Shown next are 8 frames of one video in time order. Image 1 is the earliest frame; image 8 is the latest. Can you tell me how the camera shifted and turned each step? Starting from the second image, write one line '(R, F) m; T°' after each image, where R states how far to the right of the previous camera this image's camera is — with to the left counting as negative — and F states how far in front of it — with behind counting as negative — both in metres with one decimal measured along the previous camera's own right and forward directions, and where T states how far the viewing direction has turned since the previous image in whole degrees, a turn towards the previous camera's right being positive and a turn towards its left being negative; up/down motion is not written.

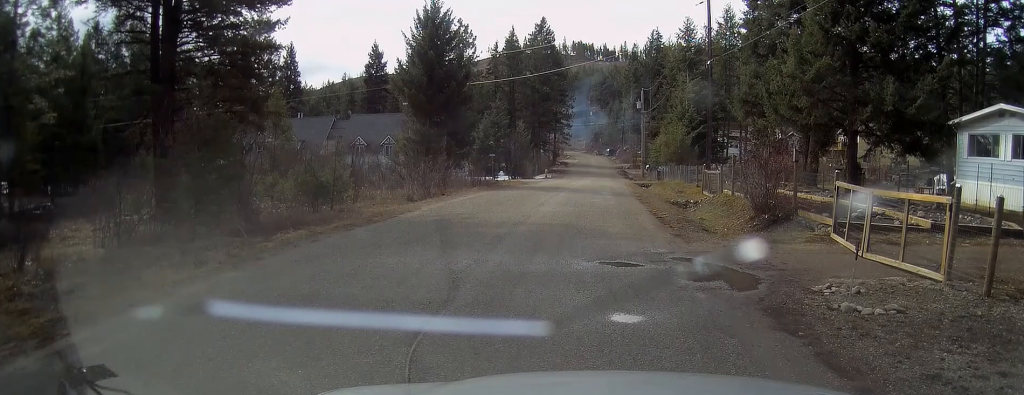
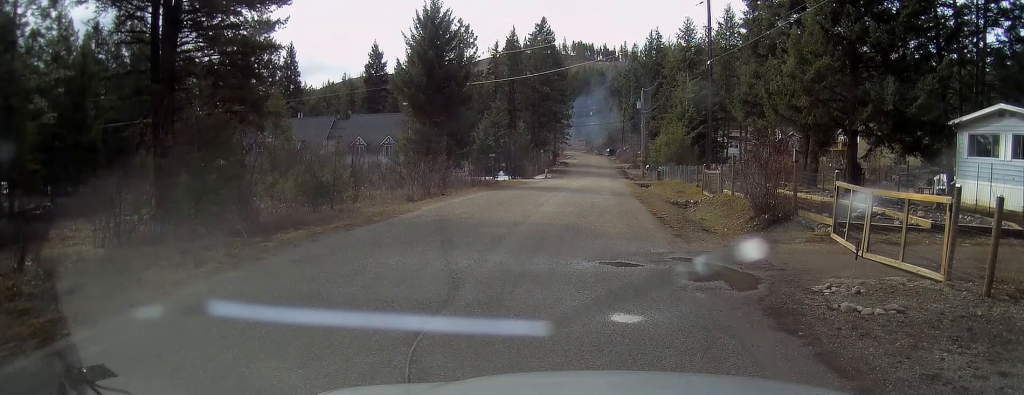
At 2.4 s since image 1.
(0.0, 0.0) m; 0°
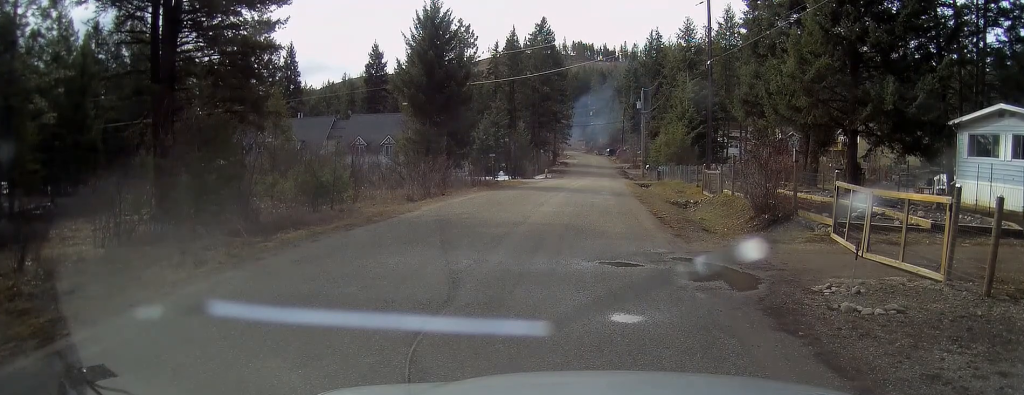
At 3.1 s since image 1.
(0.0, 0.0) m; 0°
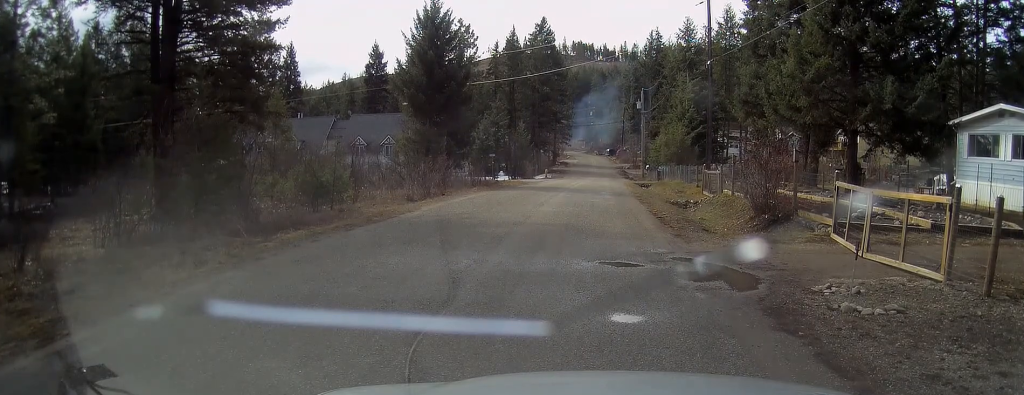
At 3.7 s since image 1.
(0.0, 0.0) m; 0°
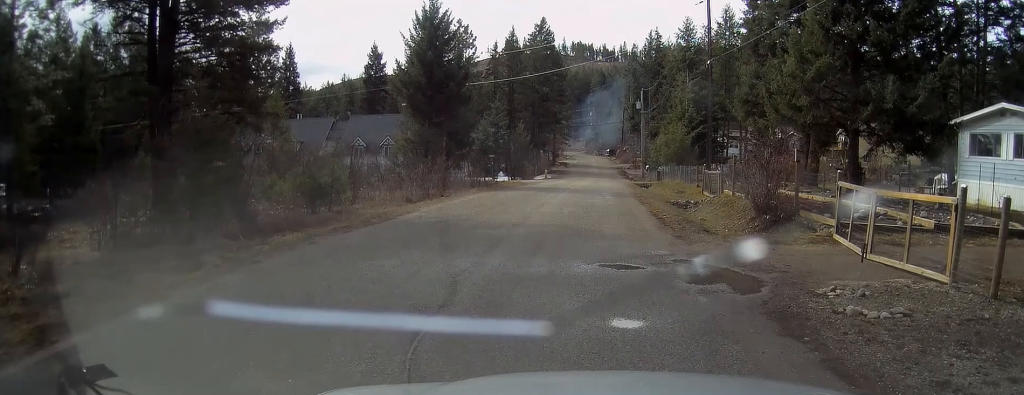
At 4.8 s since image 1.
(0.0, +0.4) m; 0°
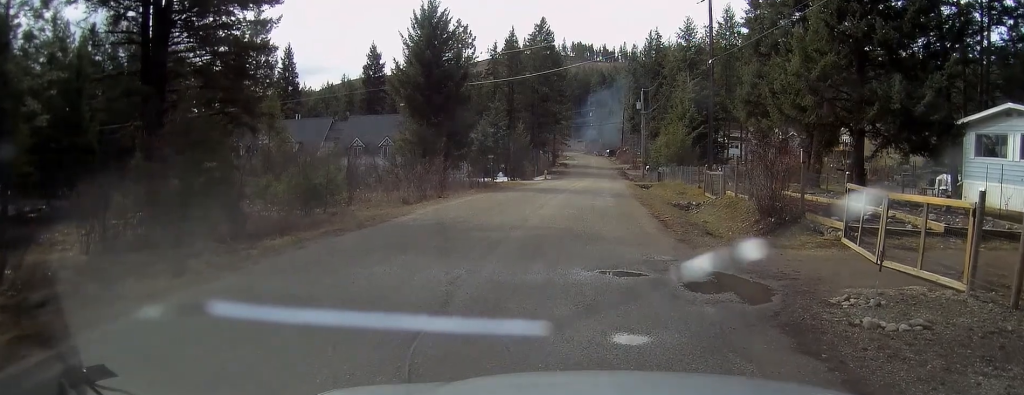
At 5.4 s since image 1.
(0.0, +0.7) m; 0°
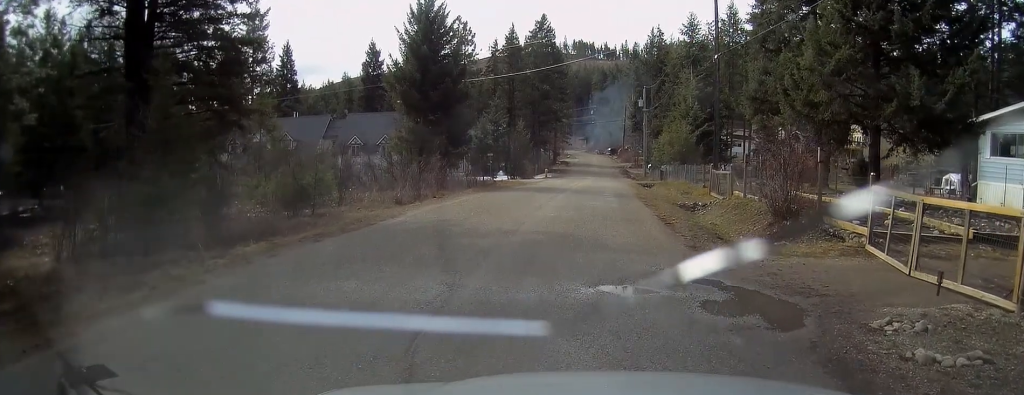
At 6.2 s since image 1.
(0.0, +1.3) m; 0°
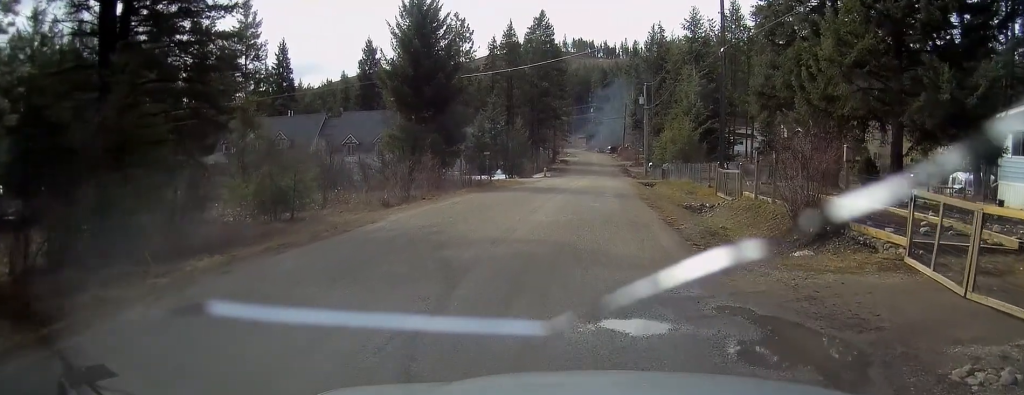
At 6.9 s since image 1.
(0.0, +1.8) m; 0°
